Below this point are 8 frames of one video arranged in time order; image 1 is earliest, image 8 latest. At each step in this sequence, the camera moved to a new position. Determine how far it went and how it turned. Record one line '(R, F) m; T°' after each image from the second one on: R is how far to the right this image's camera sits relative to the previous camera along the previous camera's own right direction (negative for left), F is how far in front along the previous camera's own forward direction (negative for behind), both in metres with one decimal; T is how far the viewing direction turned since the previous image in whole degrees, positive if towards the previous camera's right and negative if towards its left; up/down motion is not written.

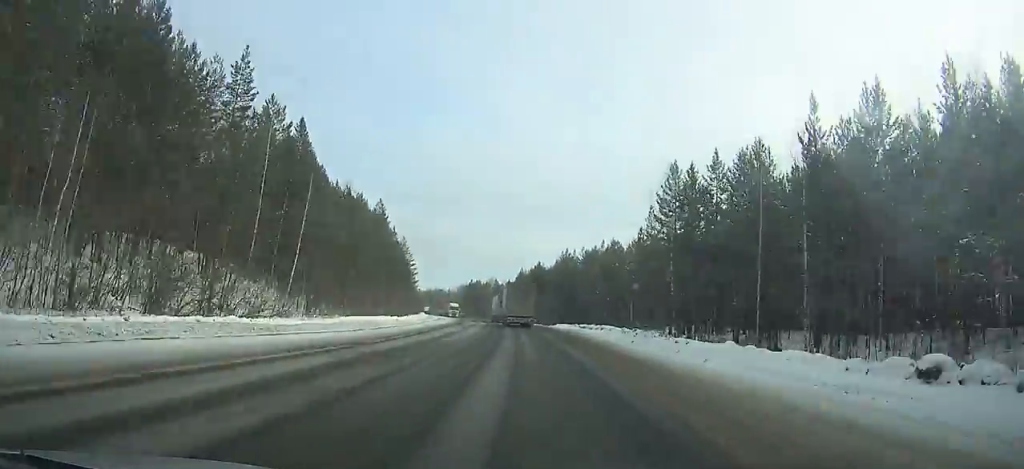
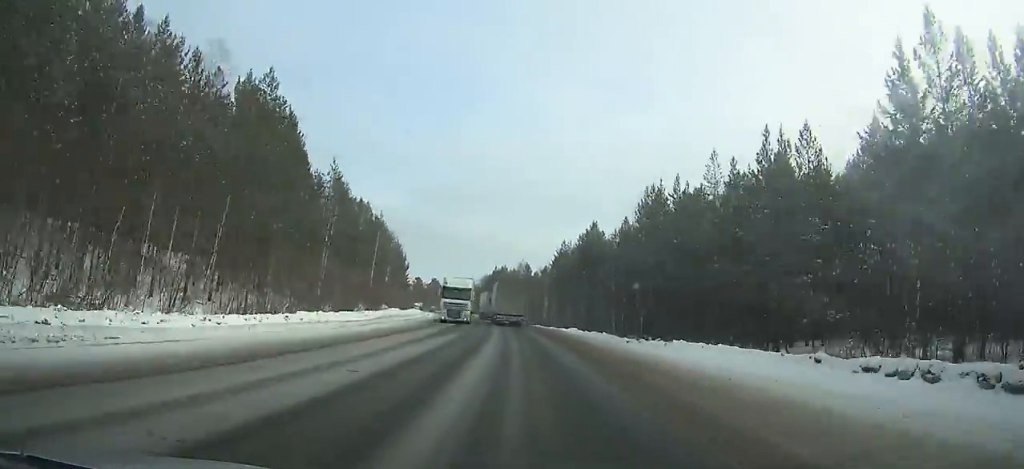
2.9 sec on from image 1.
(-1.7, +57.8) m; -4°
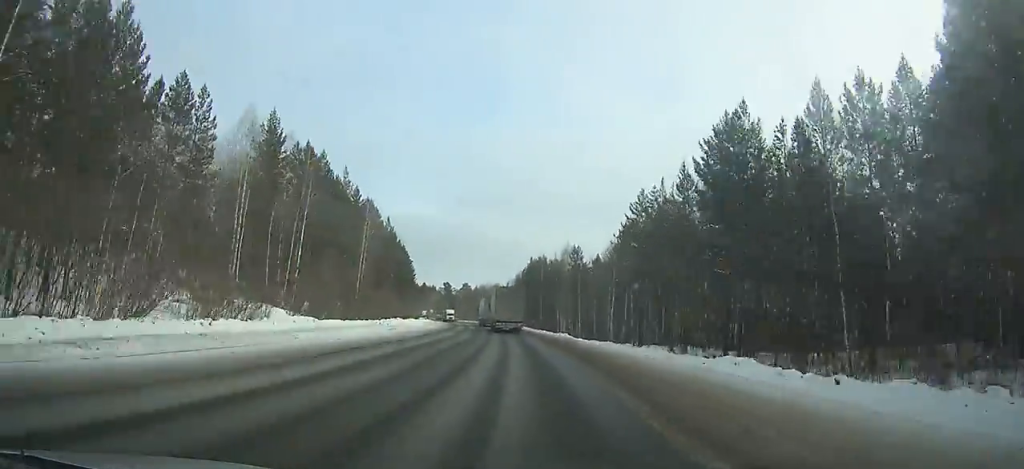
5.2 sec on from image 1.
(-1.0, +46.1) m; -3°
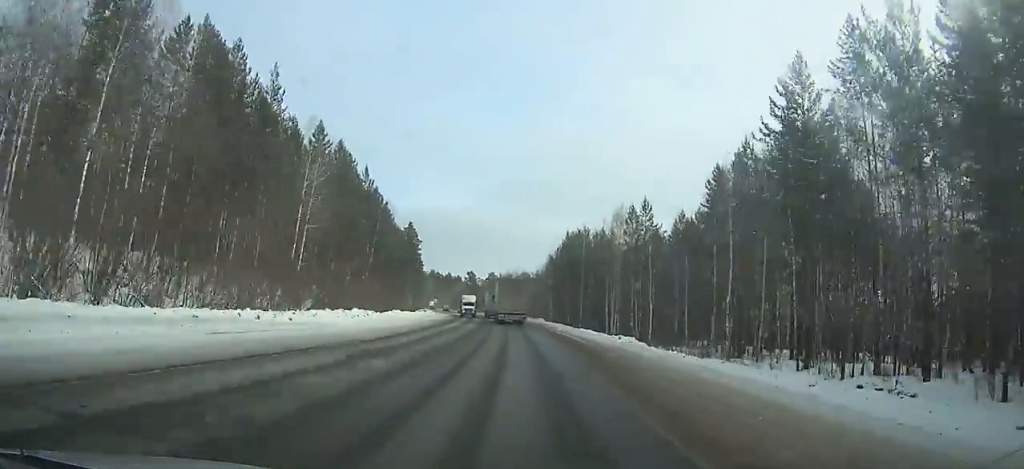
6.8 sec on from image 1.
(-0.8, +32.1) m; -2°
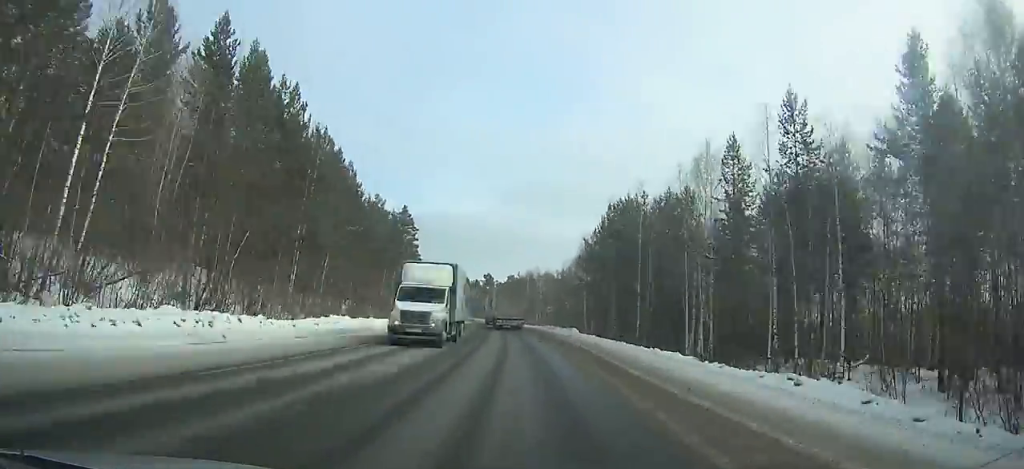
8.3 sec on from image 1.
(-0.5, +30.1) m; -2°
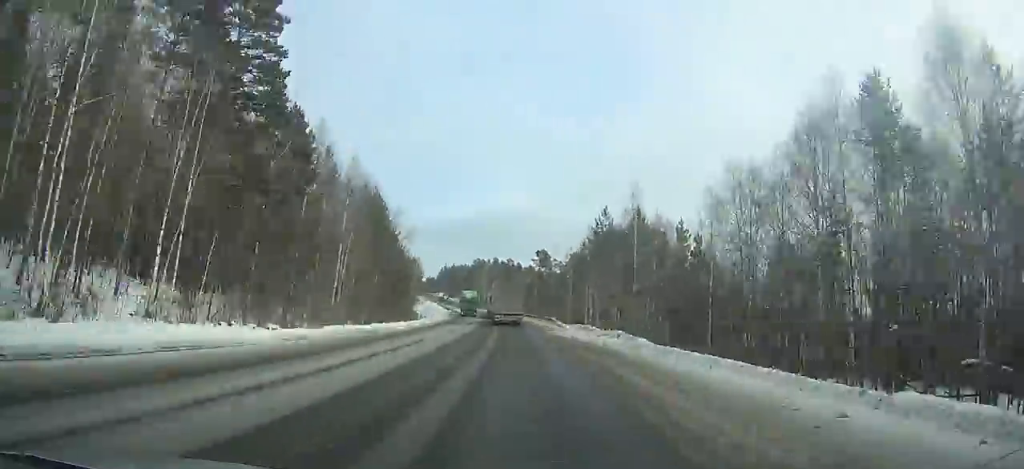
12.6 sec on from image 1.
(-4.6, +86.3) m; -6°
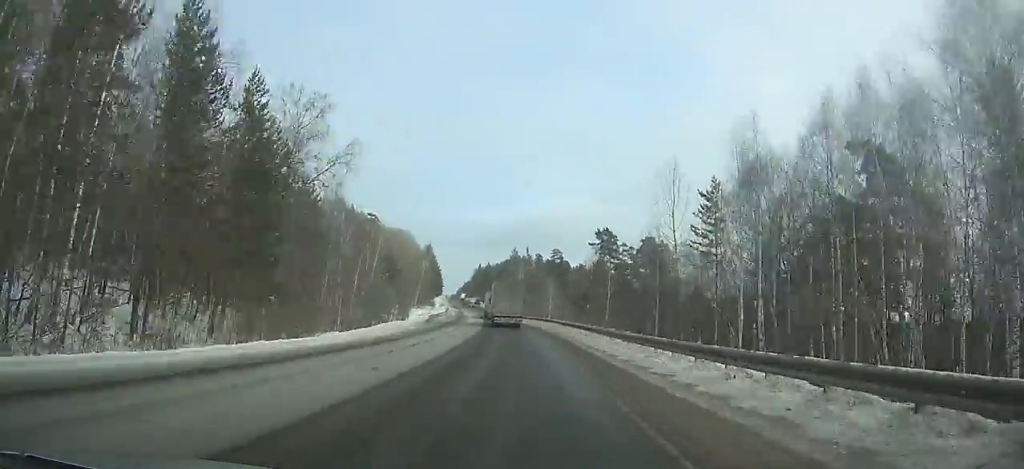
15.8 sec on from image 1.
(-2.8, +64.6) m; -5°
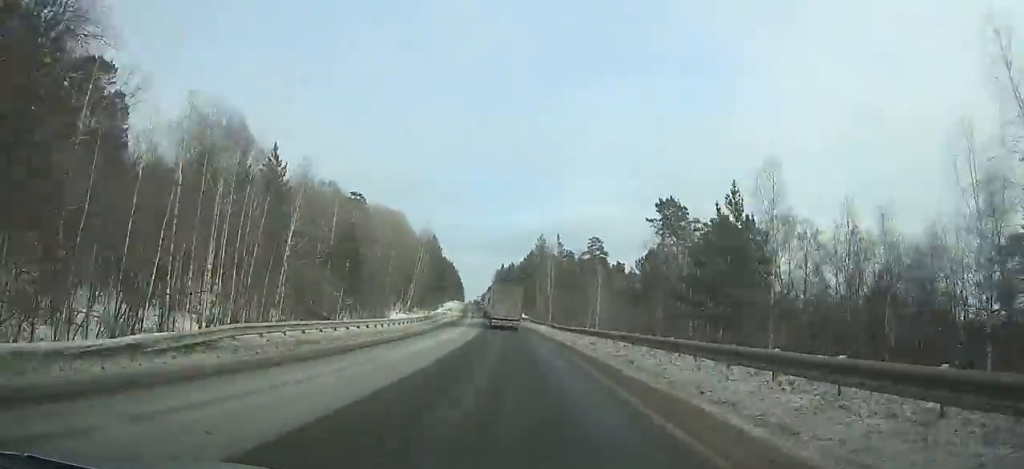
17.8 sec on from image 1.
(-1.1, +40.7) m; -3°
